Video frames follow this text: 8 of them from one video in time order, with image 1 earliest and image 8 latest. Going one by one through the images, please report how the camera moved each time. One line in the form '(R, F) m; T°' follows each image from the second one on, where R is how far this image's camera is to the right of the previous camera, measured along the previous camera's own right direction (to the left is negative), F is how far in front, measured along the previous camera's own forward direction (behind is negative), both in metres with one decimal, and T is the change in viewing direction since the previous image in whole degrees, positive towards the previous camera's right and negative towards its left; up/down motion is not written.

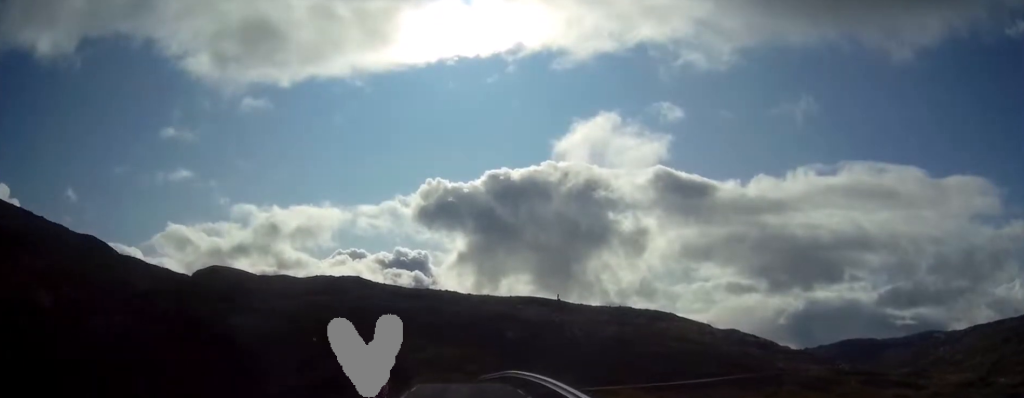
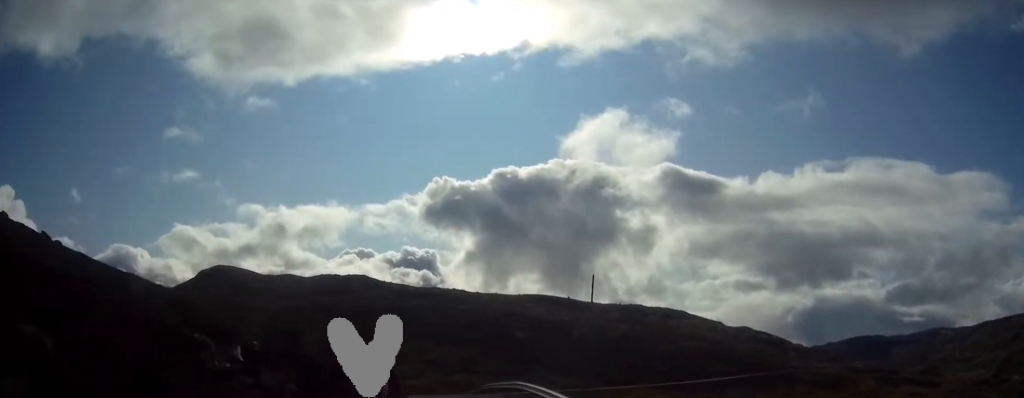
(0.0, +10.2) m; -1°
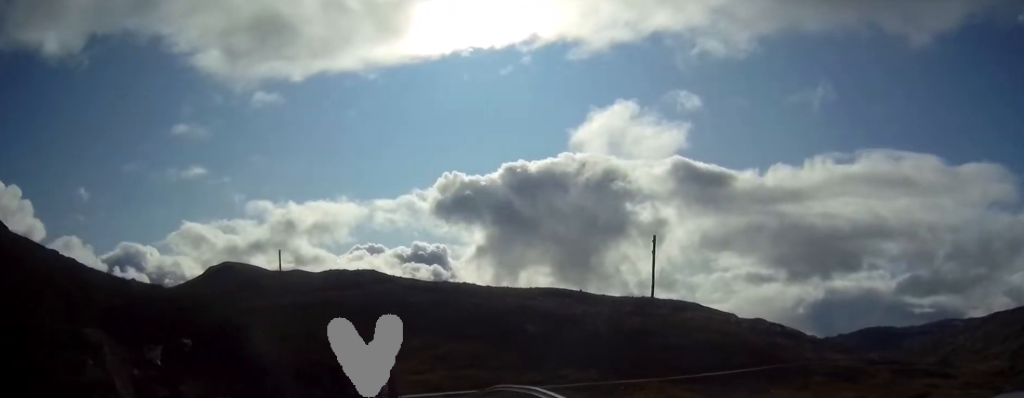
(-0.1, +7.2) m; -1°
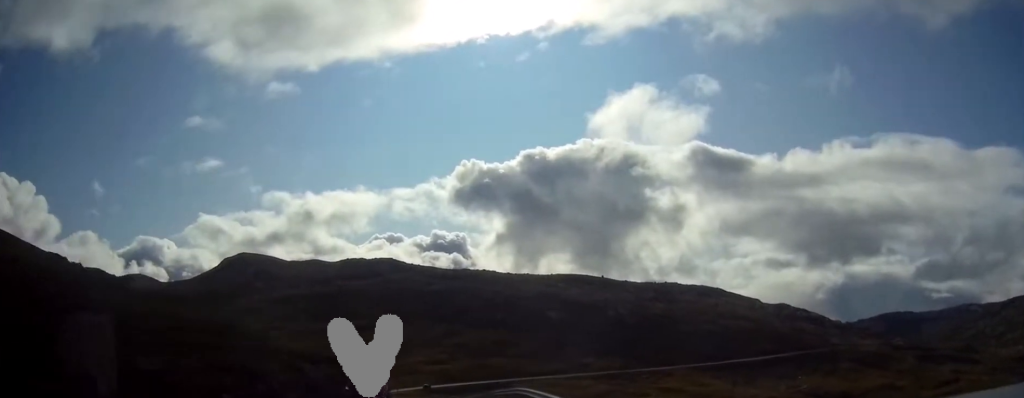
(-0.1, +11.1) m; -1°
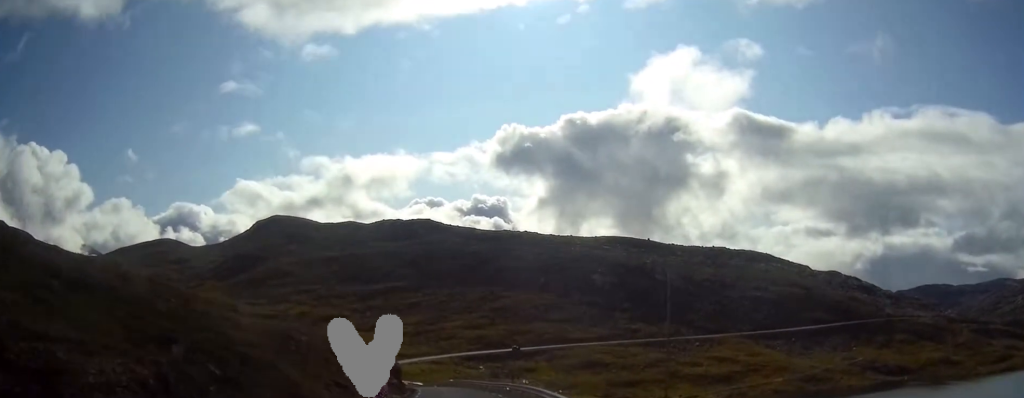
(-0.6, +24.3) m; -4°
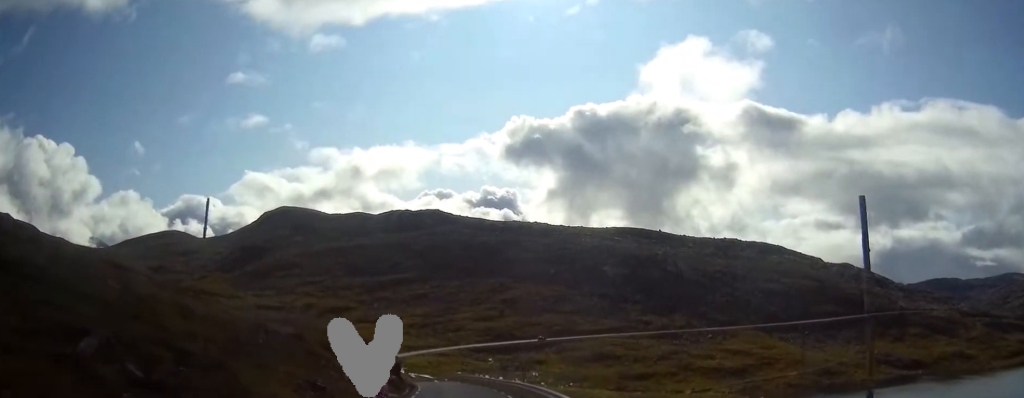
(-0.1, +6.7) m; -1°
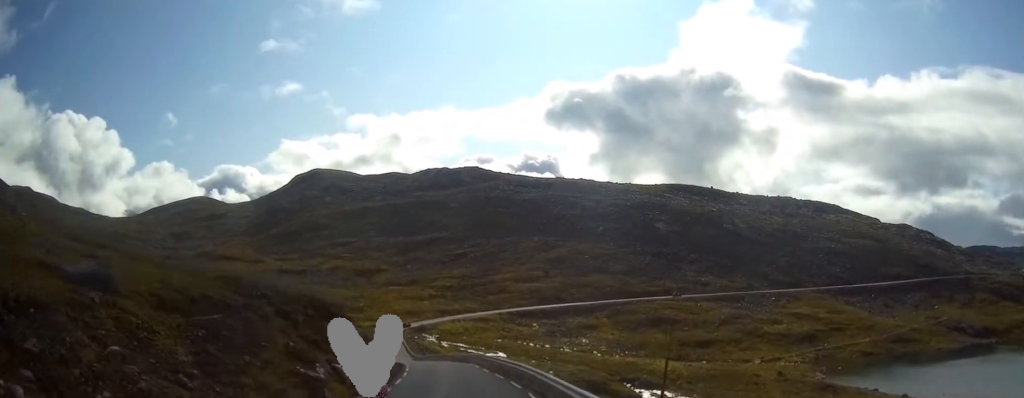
(-0.7, +32.9) m; -4°
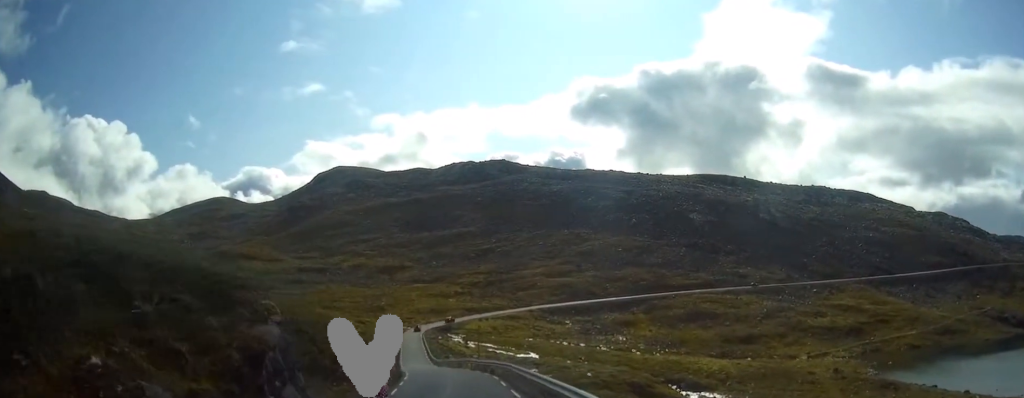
(-0.7, +16.0) m; -3°
